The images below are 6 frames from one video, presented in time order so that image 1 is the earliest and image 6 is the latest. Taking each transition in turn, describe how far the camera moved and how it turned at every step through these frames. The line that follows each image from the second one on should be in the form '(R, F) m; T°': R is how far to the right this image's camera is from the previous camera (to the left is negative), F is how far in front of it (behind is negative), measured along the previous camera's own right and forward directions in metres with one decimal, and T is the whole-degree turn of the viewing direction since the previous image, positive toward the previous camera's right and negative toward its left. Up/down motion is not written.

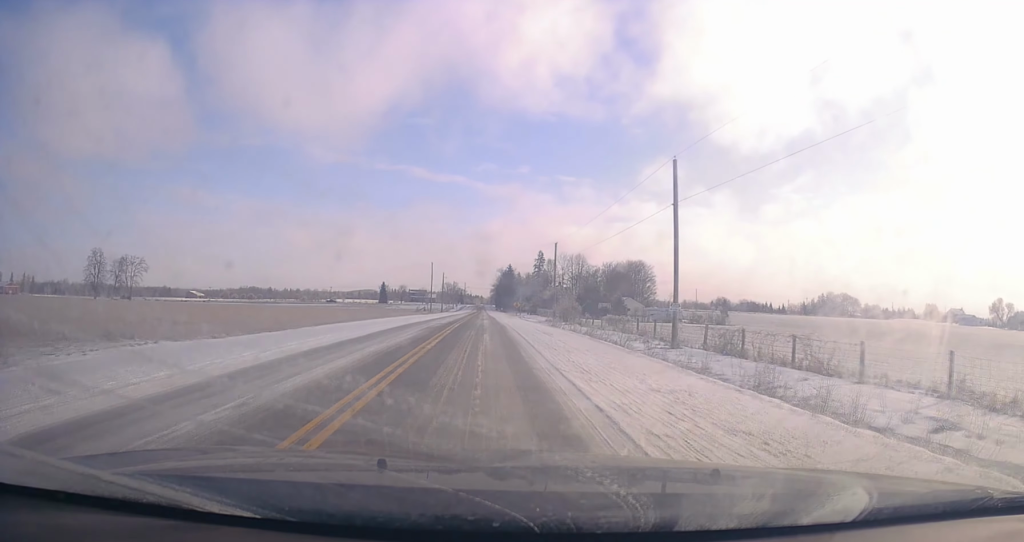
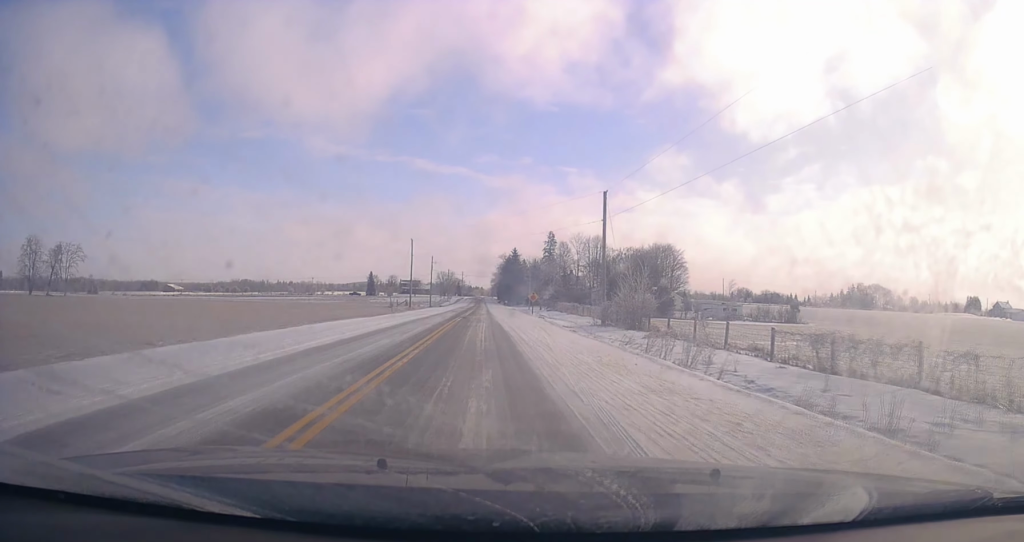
(-0.3, +36.9) m; -3°
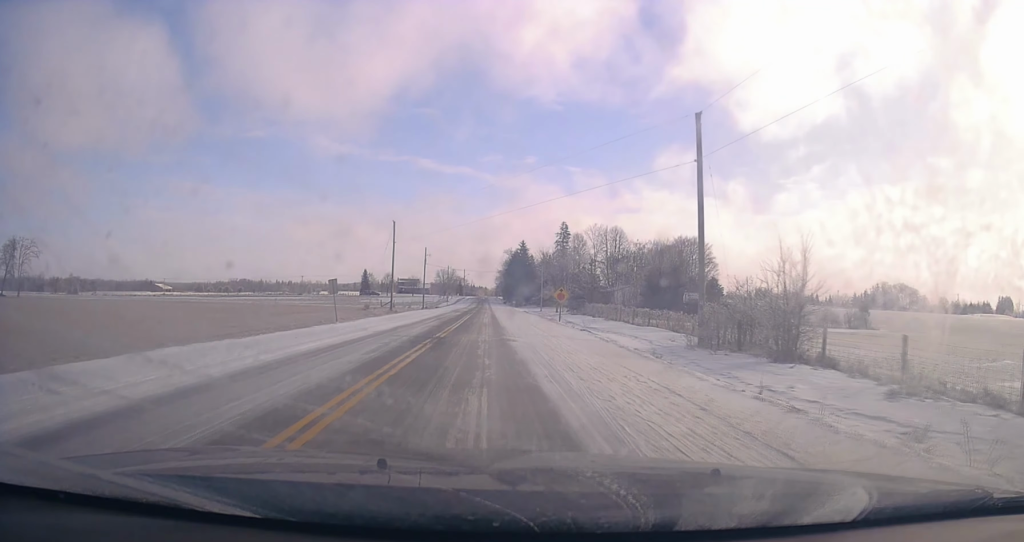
(-0.1, +22.4) m; +1°
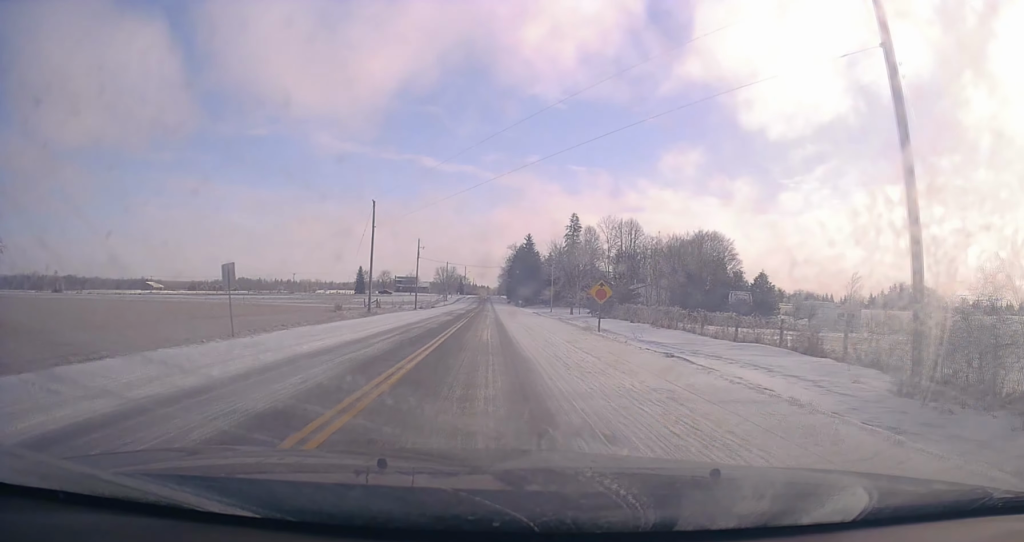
(+0.2, +15.4) m; +1°
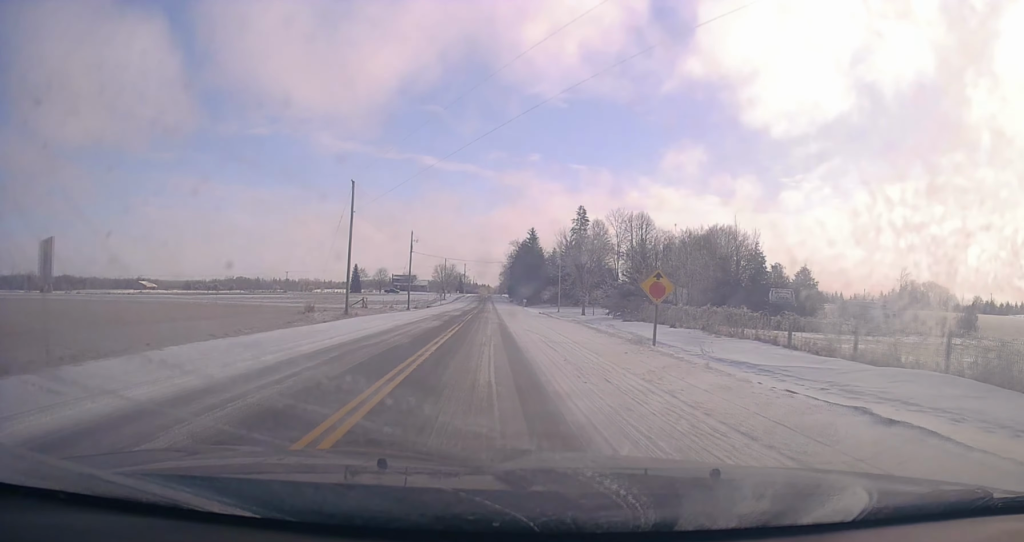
(+0.2, +10.2) m; 0°
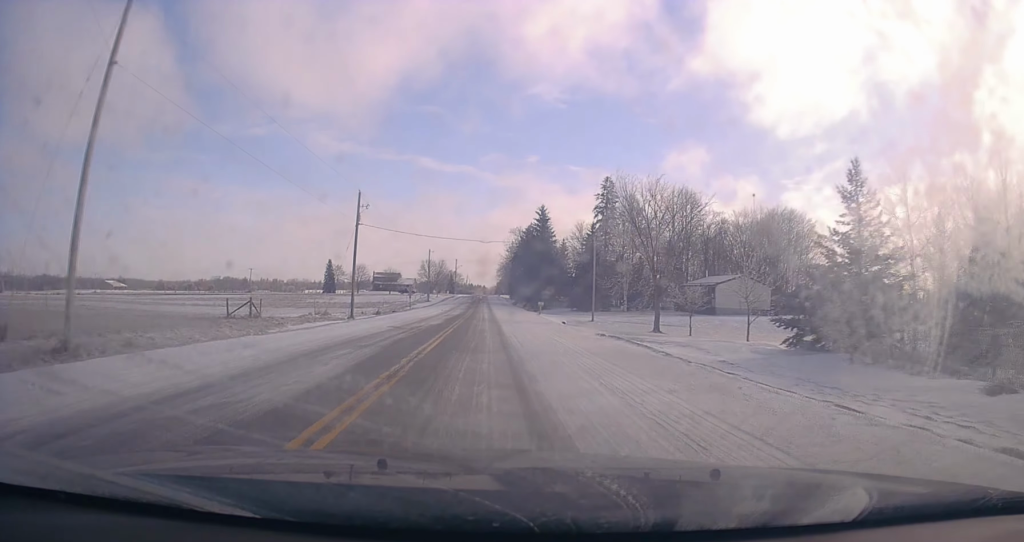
(+0.1, +36.1) m; +1°
